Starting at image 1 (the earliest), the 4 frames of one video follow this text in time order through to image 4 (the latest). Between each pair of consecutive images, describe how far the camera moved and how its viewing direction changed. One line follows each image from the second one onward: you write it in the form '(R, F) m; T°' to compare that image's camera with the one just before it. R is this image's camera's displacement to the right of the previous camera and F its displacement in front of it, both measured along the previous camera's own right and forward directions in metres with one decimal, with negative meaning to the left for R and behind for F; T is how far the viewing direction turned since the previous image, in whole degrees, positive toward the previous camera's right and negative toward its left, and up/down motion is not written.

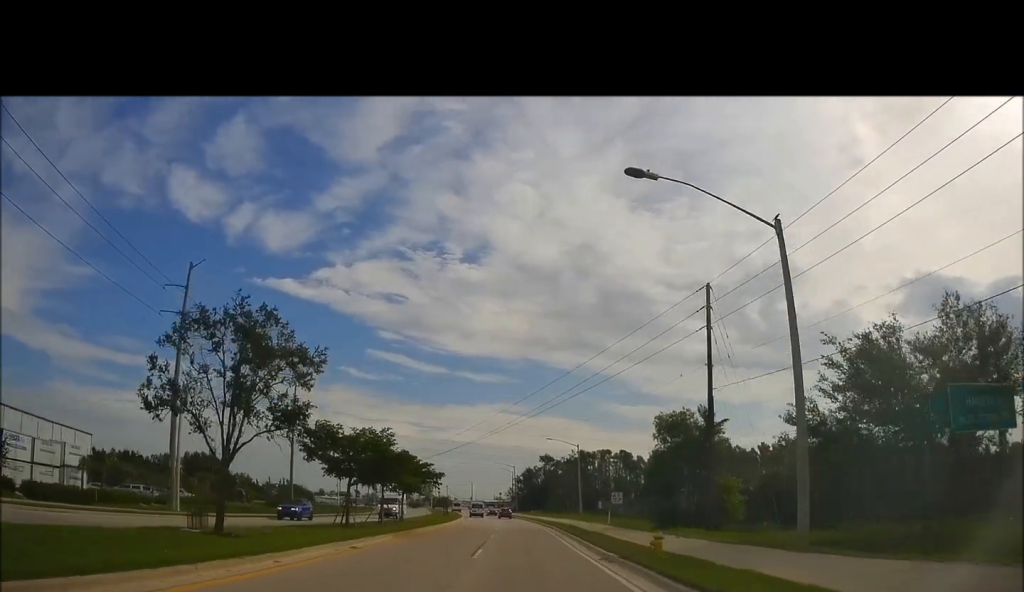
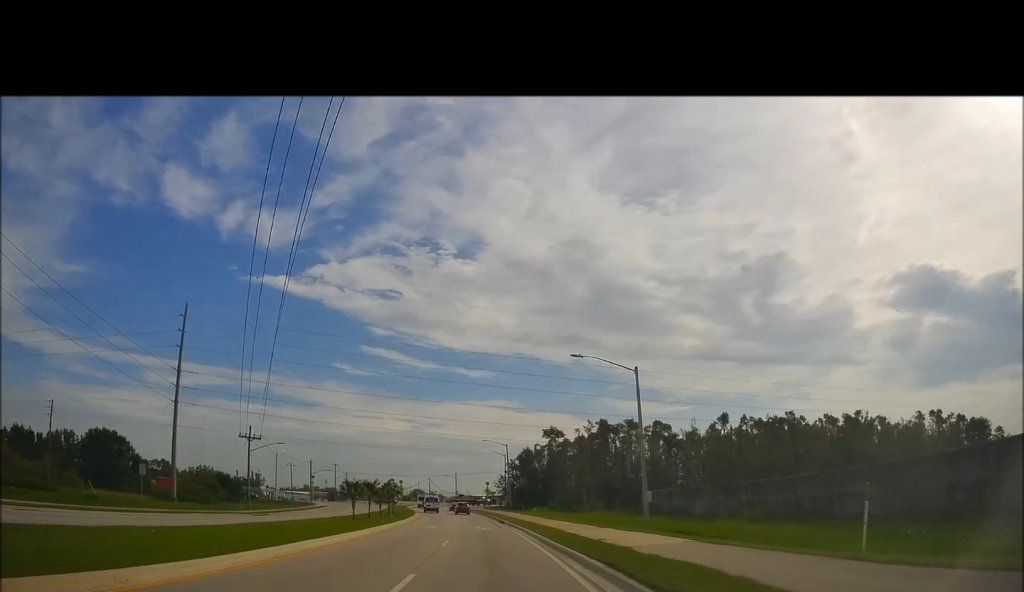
(+0.7, +42.4) m; +3°
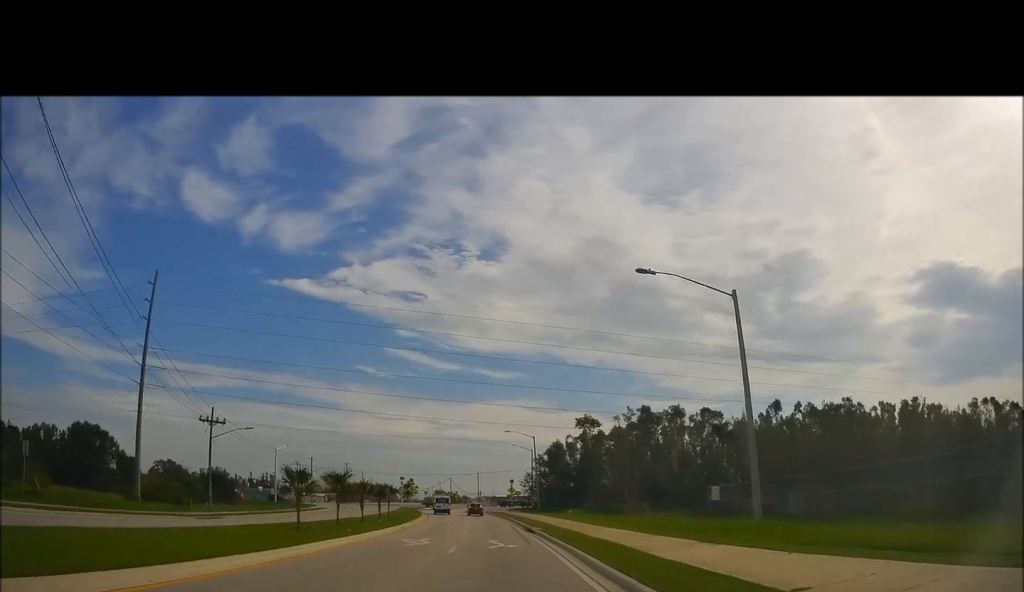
(0.0, +12.7) m; 0°
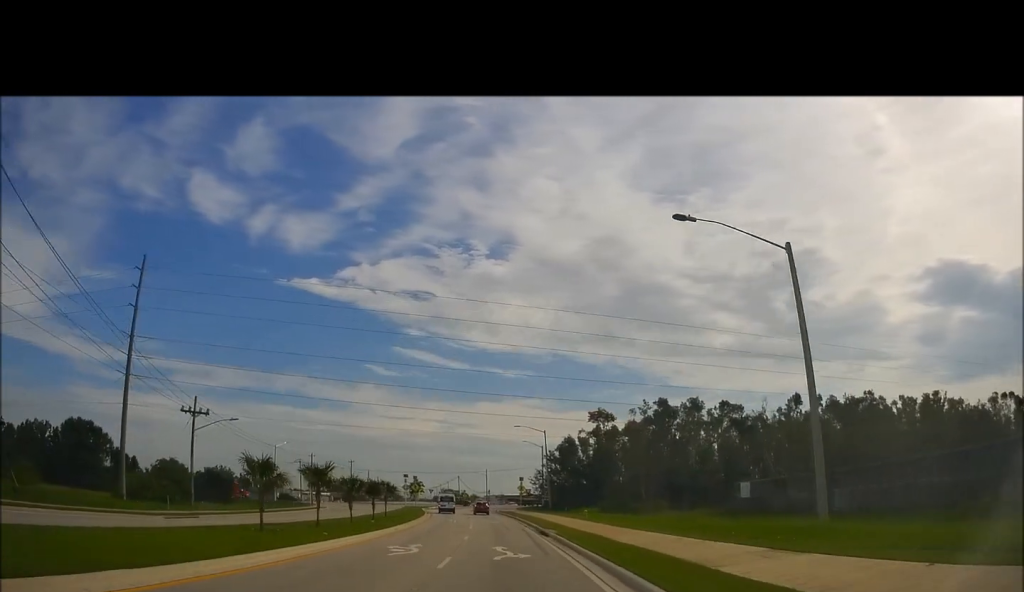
(+0.1, +17.1) m; 0°
